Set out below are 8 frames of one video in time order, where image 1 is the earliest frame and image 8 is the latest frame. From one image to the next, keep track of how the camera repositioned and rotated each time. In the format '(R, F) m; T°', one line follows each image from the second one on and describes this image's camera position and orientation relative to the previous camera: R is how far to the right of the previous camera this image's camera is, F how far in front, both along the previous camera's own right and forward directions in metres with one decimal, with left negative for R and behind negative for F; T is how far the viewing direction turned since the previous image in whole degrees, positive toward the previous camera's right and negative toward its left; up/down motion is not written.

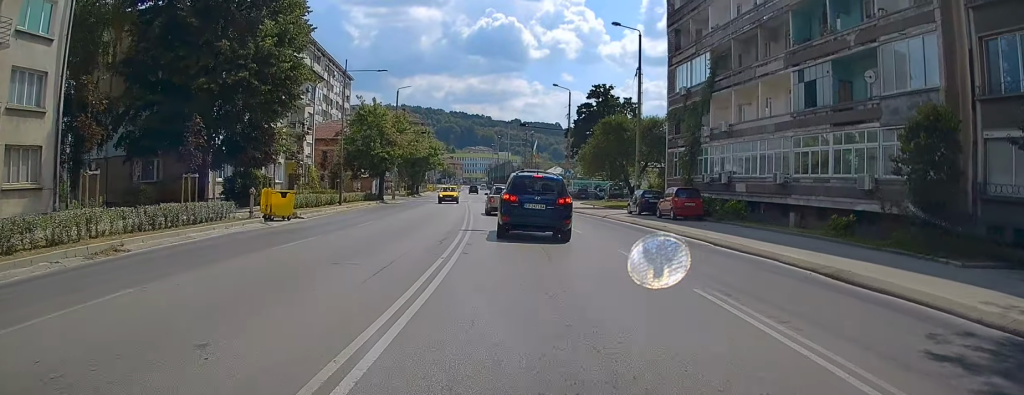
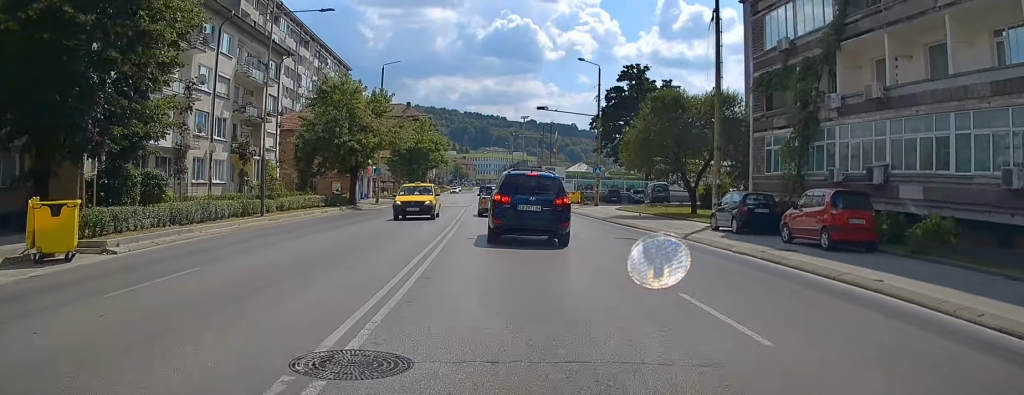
(-0.2, +16.0) m; -2°
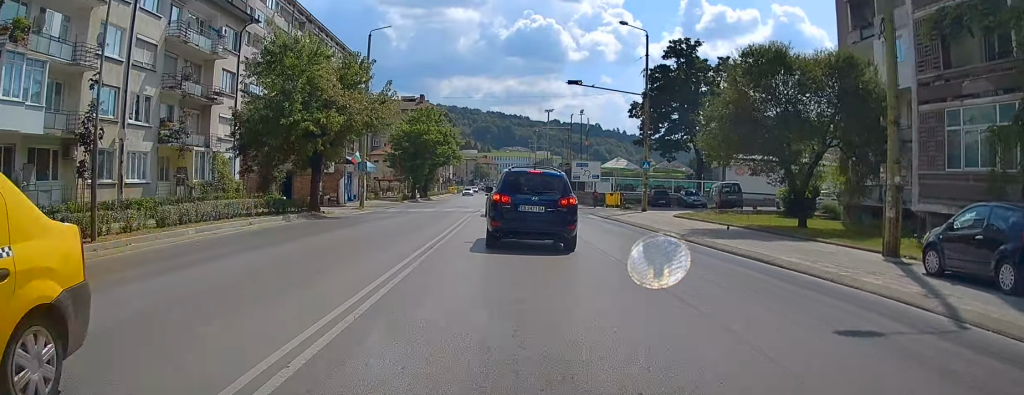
(-0.1, +13.6) m; -1°
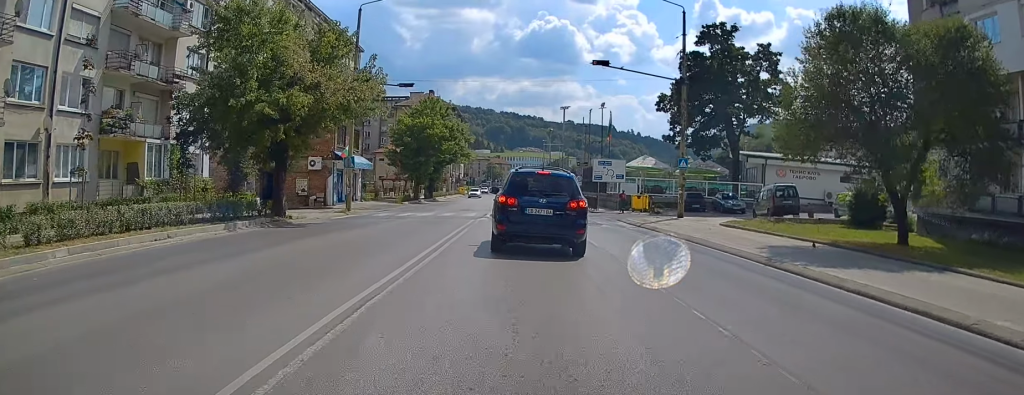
(0.0, +7.3) m; -1°
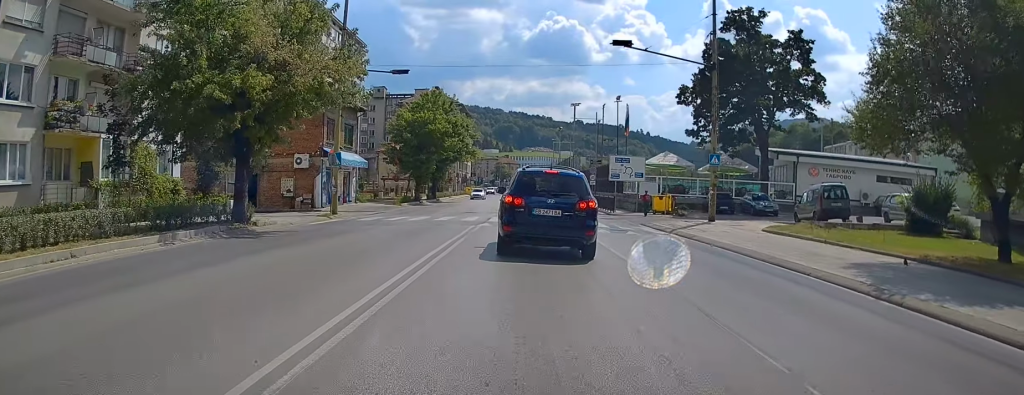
(0.0, +5.0) m; -1°
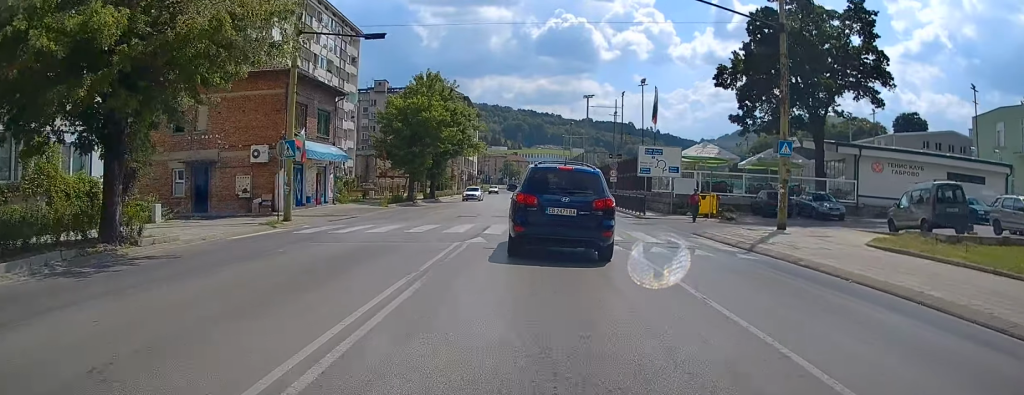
(-0.2, +8.9) m; -1°
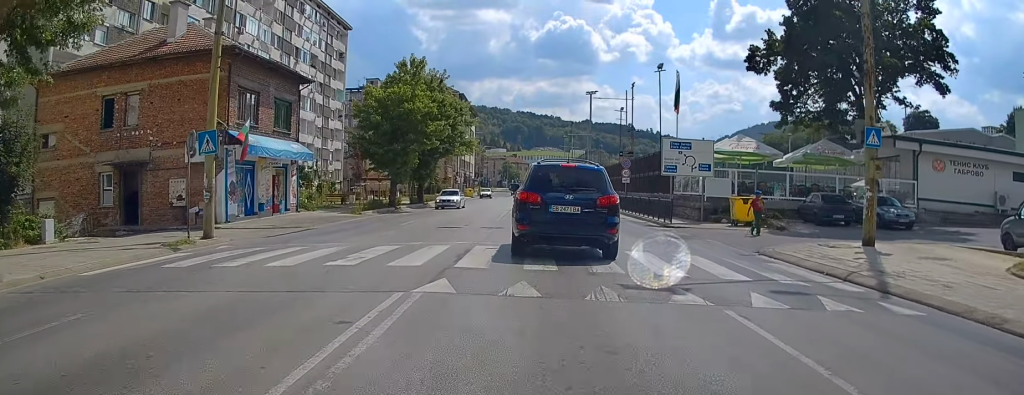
(0.0, +7.6) m; -1°
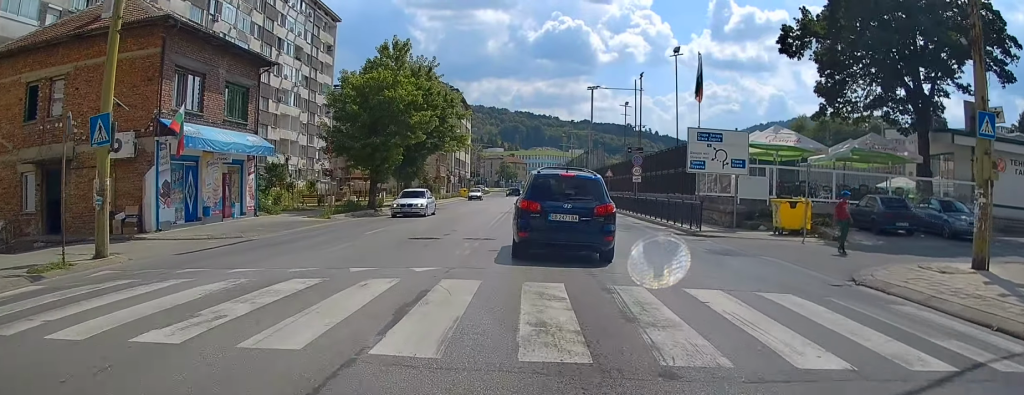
(+0.1, +5.9) m; -1°
